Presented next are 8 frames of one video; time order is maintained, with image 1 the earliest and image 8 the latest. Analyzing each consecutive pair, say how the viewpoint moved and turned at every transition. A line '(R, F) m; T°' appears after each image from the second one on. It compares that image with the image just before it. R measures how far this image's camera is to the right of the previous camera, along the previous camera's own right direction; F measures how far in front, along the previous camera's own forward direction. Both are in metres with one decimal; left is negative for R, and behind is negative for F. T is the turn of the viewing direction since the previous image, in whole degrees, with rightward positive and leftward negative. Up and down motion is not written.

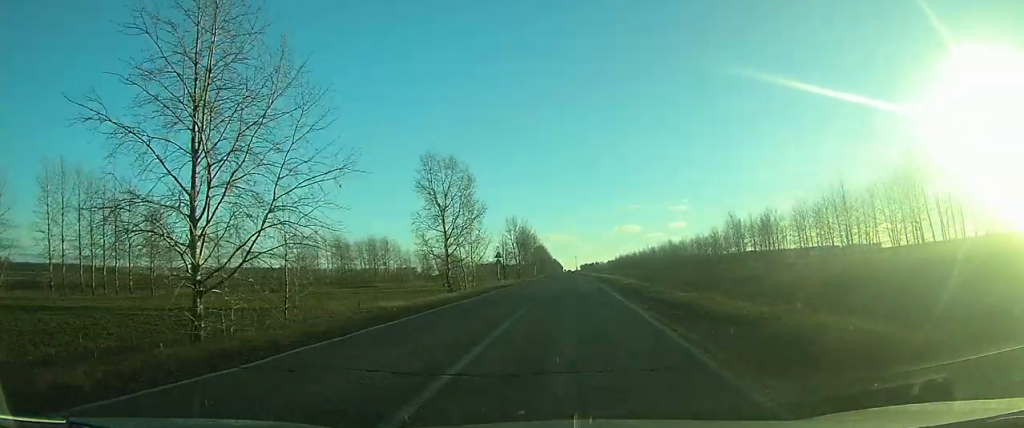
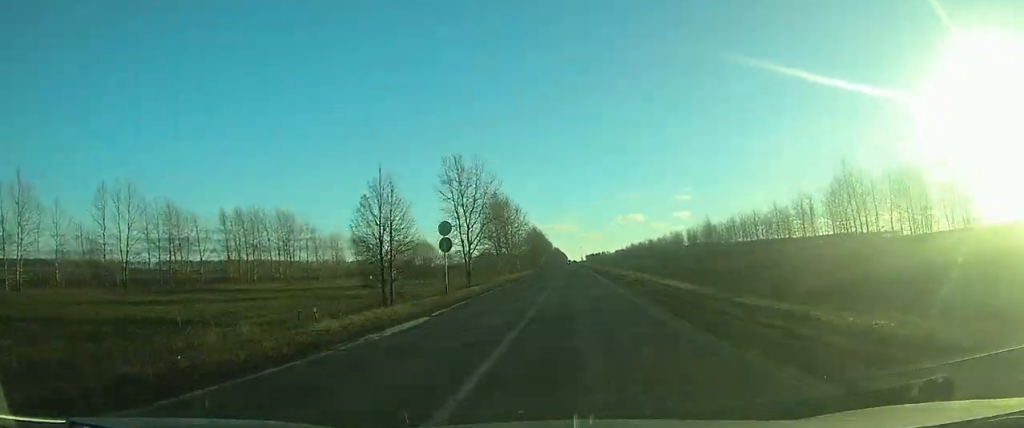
(+0.6, +68.6) m; 0°
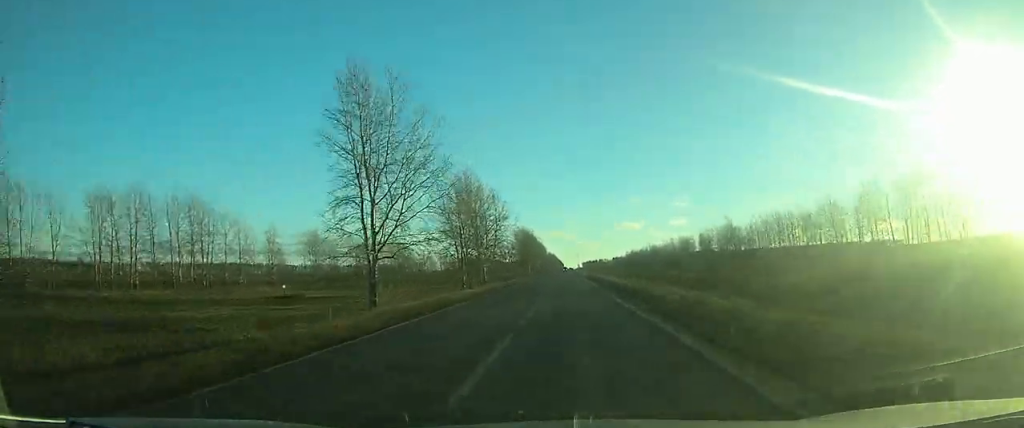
(0.0, +31.1) m; 0°
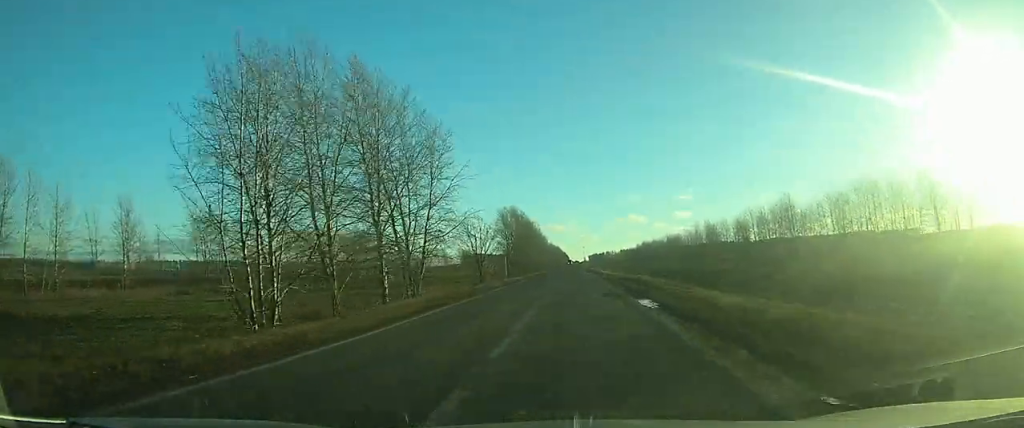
(0.0, +45.4) m; 0°
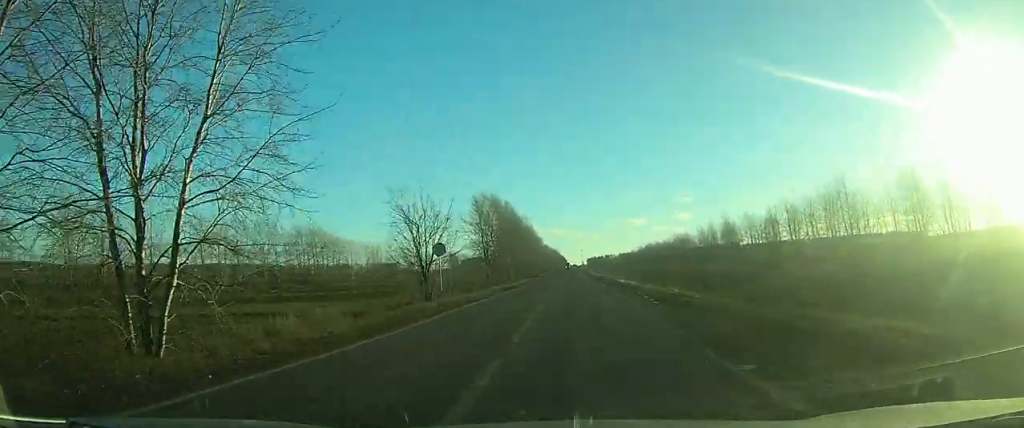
(-0.1, +29.6) m; 0°
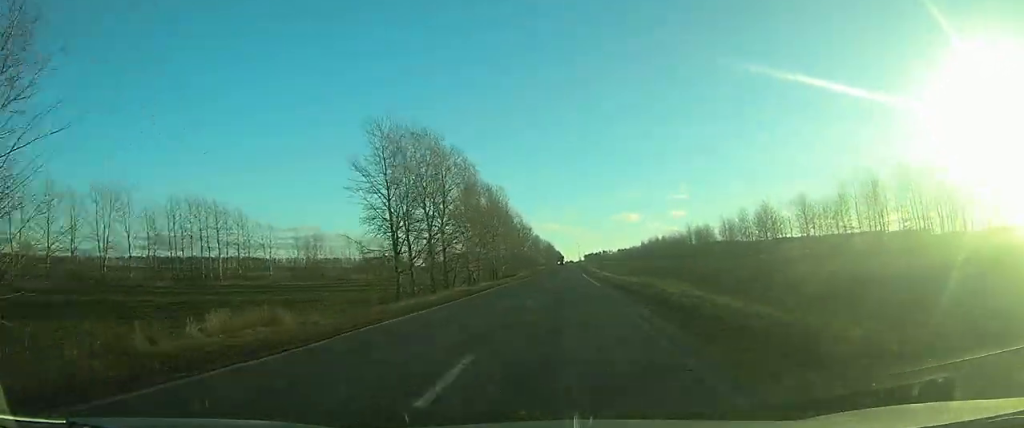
(+0.2, +42.3) m; 0°
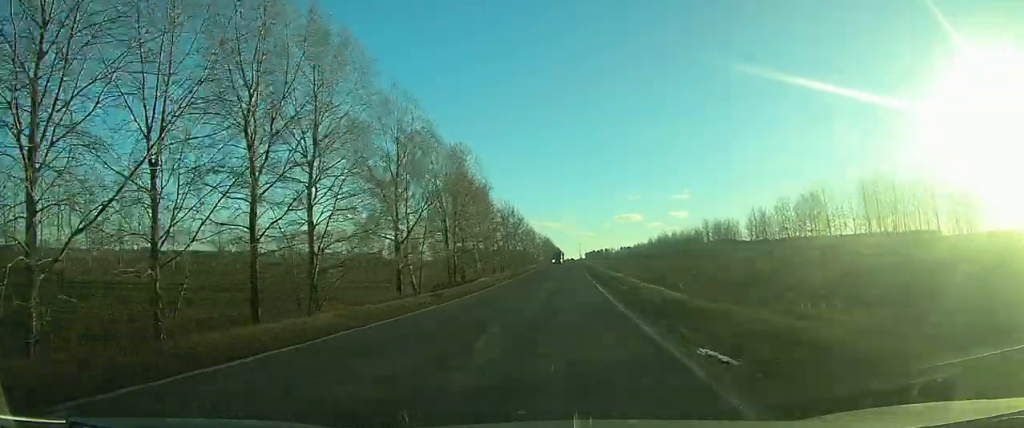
(0.0, +30.5) m; 0°
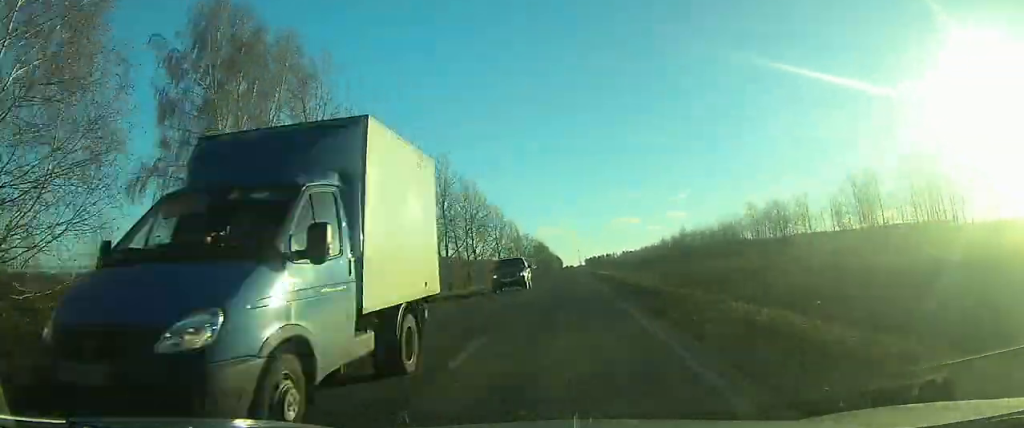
(-0.5, +58.6) m; -1°
